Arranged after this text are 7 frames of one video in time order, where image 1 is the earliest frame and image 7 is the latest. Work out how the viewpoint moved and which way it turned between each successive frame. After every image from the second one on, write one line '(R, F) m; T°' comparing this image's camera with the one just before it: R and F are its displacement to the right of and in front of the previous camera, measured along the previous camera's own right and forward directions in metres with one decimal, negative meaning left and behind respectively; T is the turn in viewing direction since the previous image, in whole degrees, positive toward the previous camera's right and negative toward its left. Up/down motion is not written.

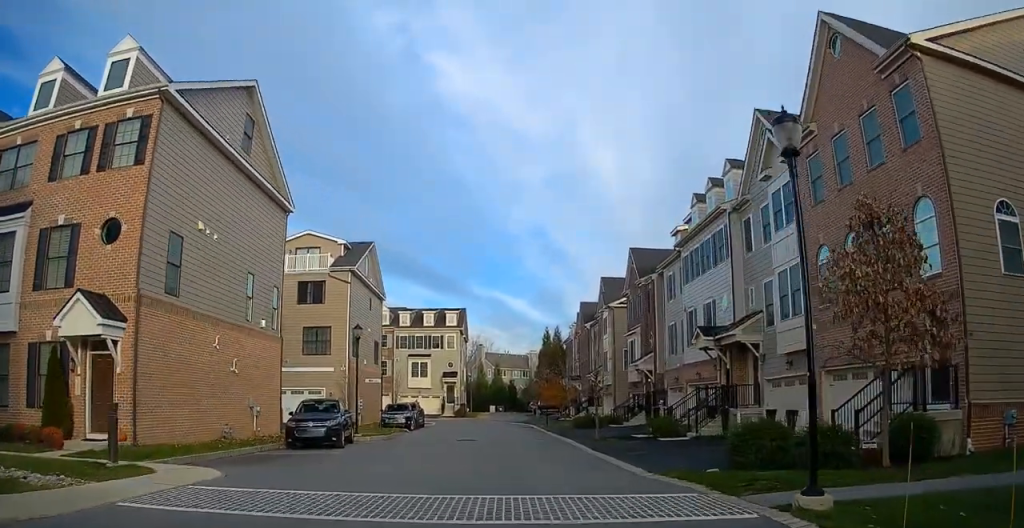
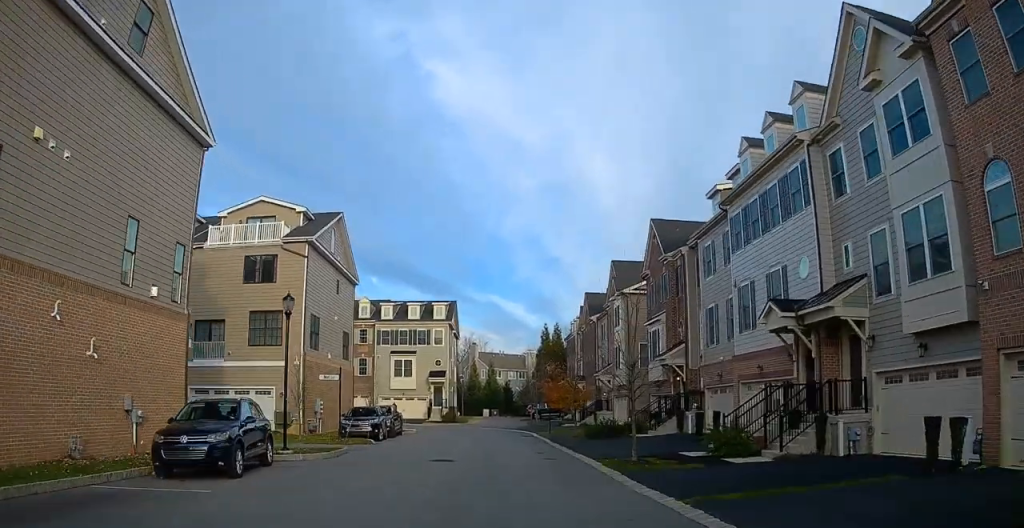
(0.0, +8.4) m; 0°
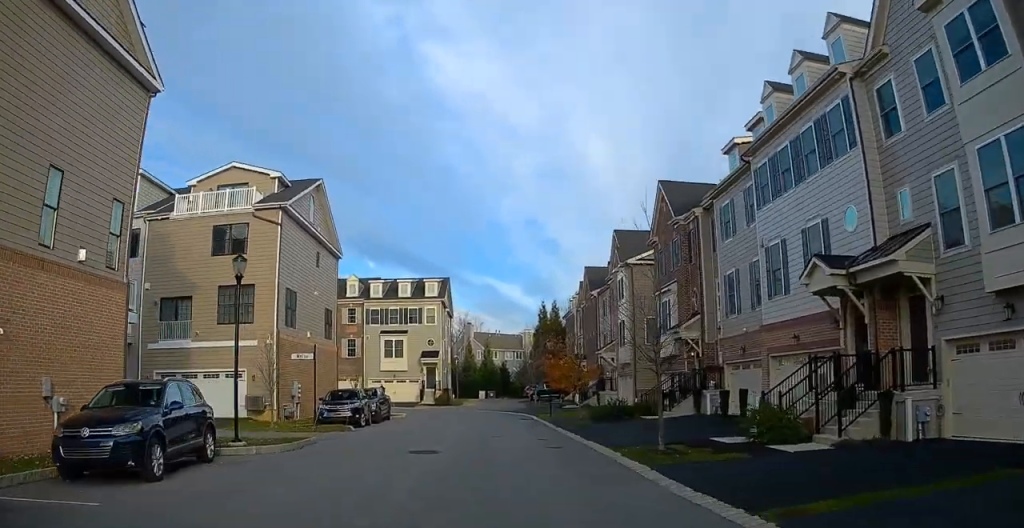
(0.0, +3.4) m; -1°
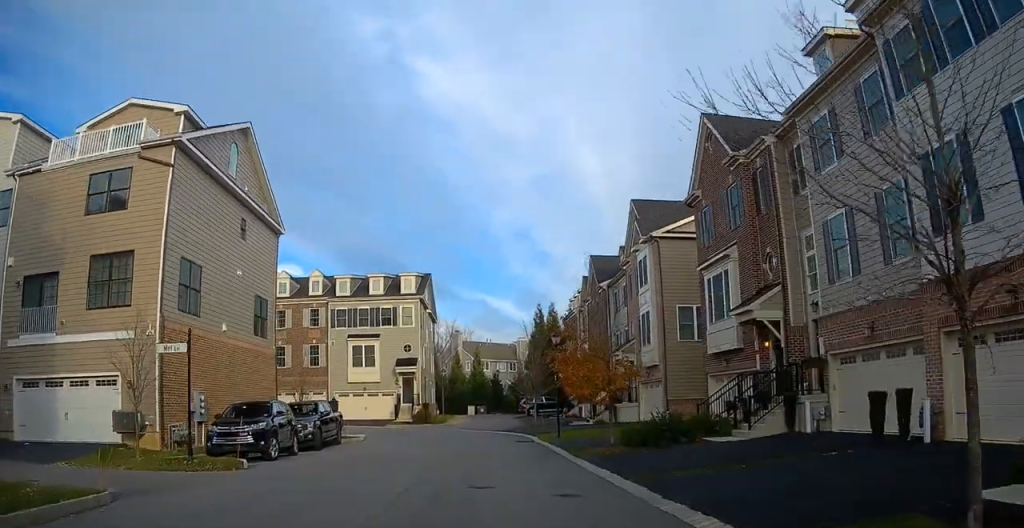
(-0.1, +10.1) m; +1°
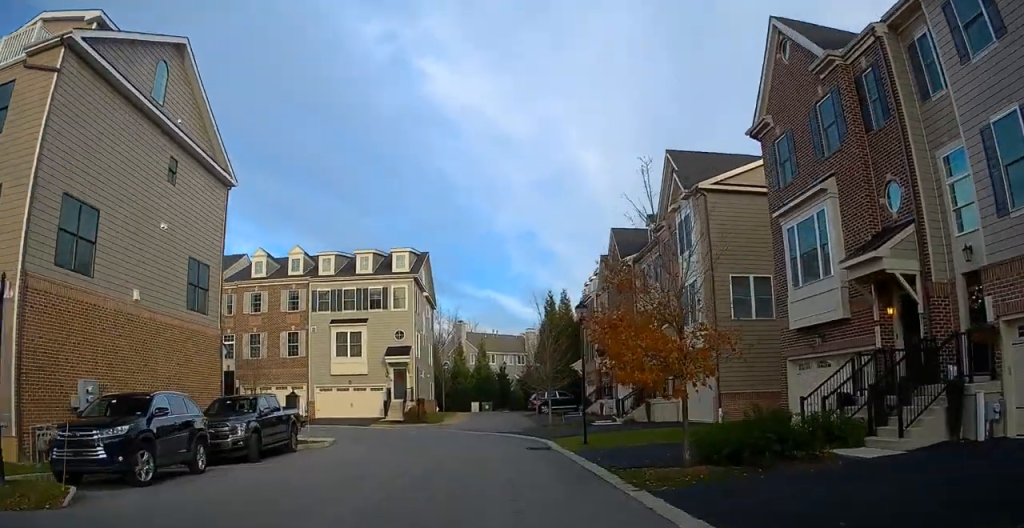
(+0.2, +7.4) m; 0°
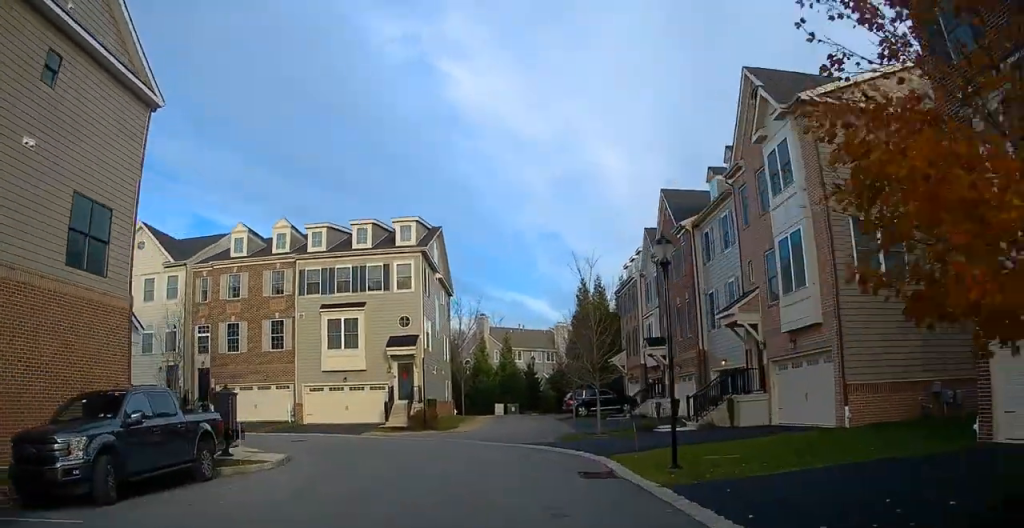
(-0.3, +8.6) m; -3°
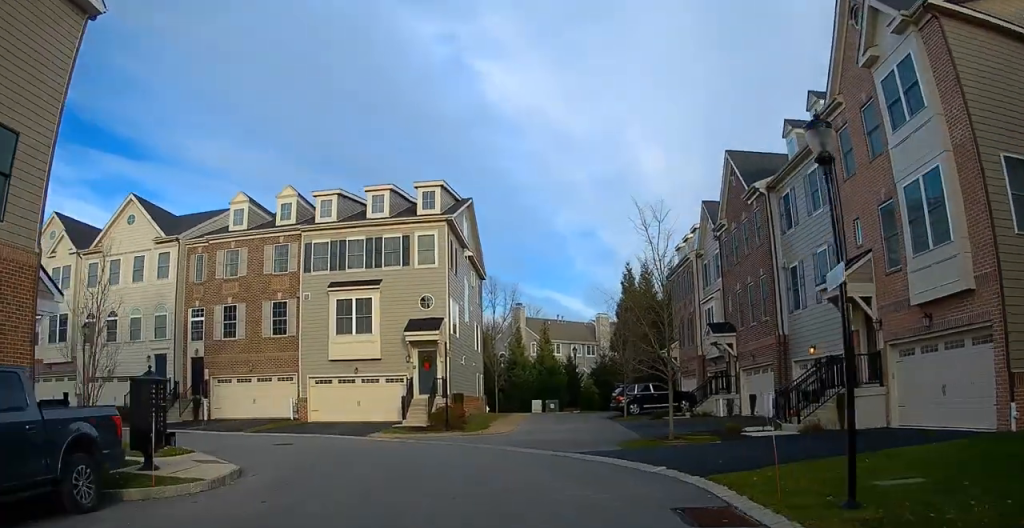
(-0.1, +5.8) m; -1°
